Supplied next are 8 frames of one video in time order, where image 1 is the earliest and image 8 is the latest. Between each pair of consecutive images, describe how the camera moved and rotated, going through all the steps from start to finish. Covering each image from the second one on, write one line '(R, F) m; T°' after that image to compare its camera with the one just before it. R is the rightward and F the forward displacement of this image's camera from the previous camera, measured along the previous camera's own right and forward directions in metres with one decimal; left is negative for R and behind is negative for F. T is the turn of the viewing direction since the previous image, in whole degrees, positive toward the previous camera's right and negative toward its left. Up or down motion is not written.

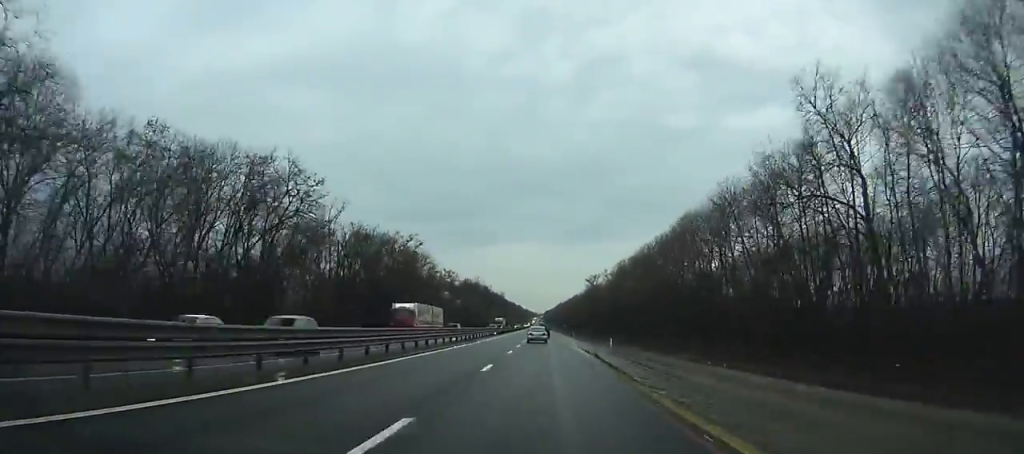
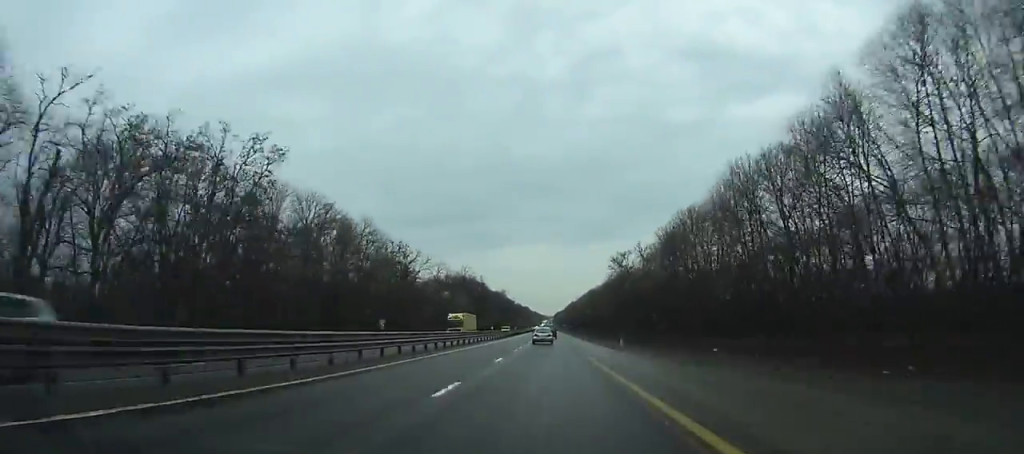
(-0.4, +54.0) m; 0°
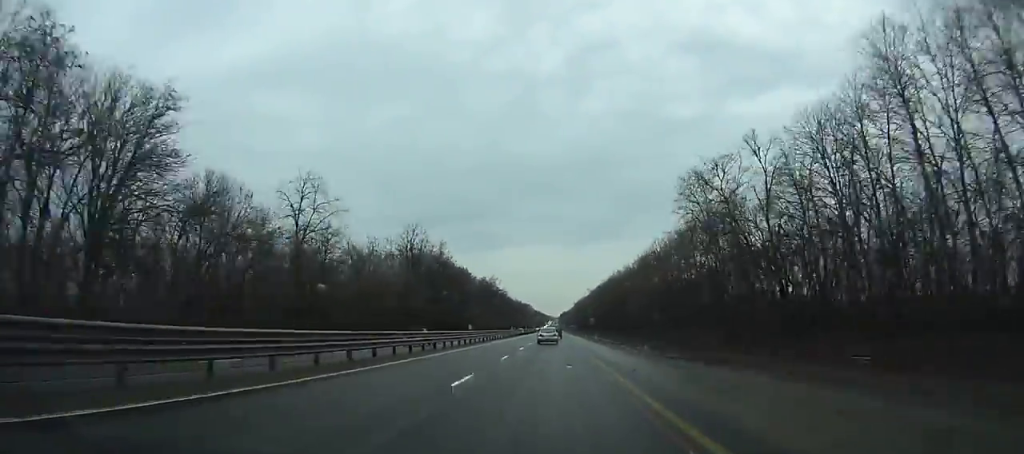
(-0.1, +70.3) m; 0°
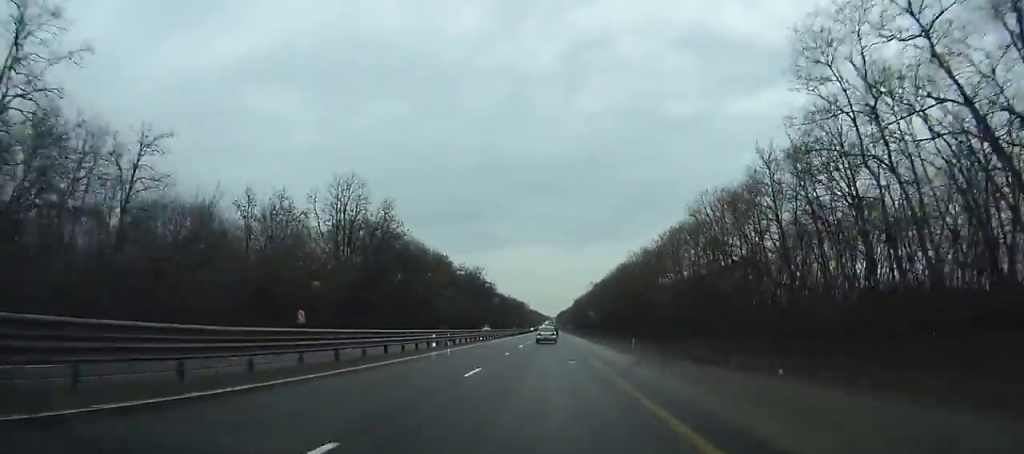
(+0.1, +34.0) m; 0°
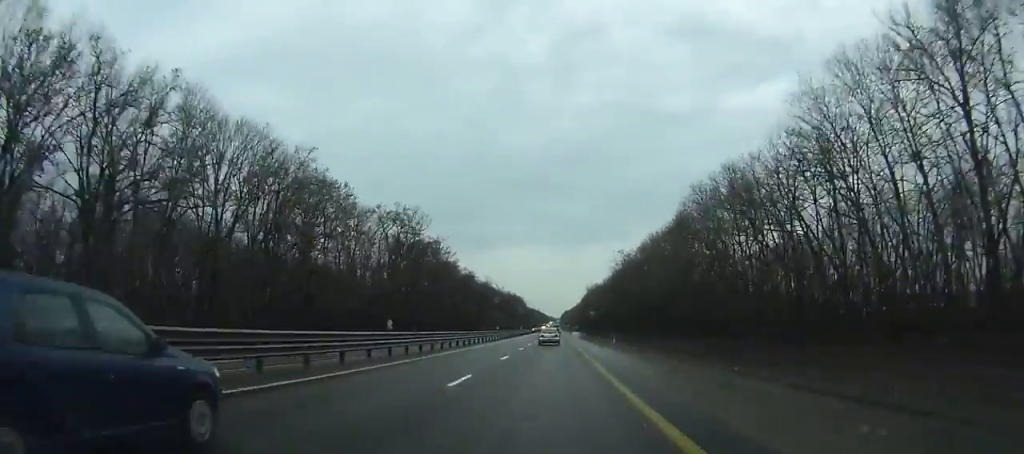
(-0.3, +86.2) m; 0°
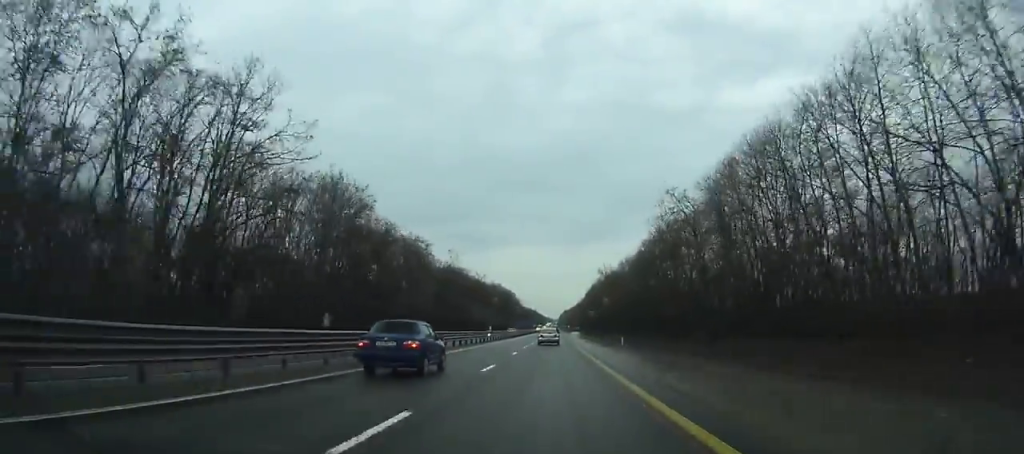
(+0.4, +56.8) m; 0°
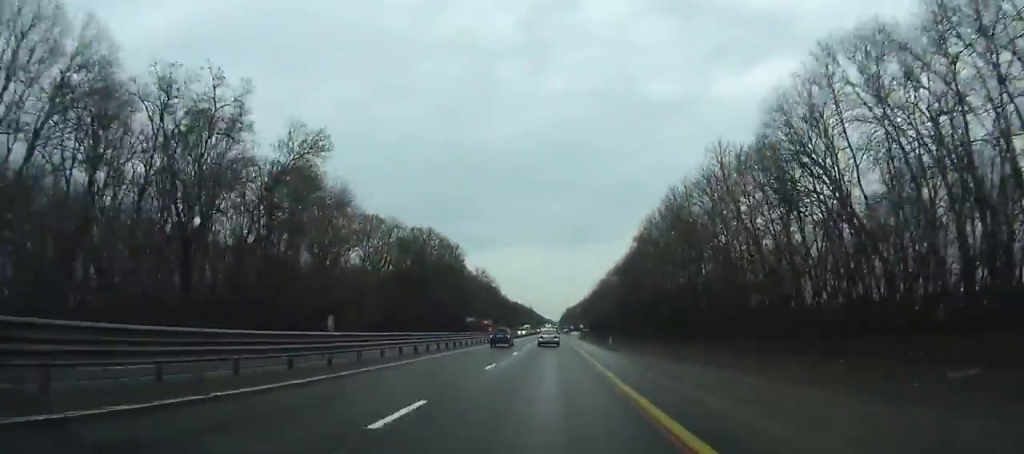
(-0.1, +142.0) m; 0°
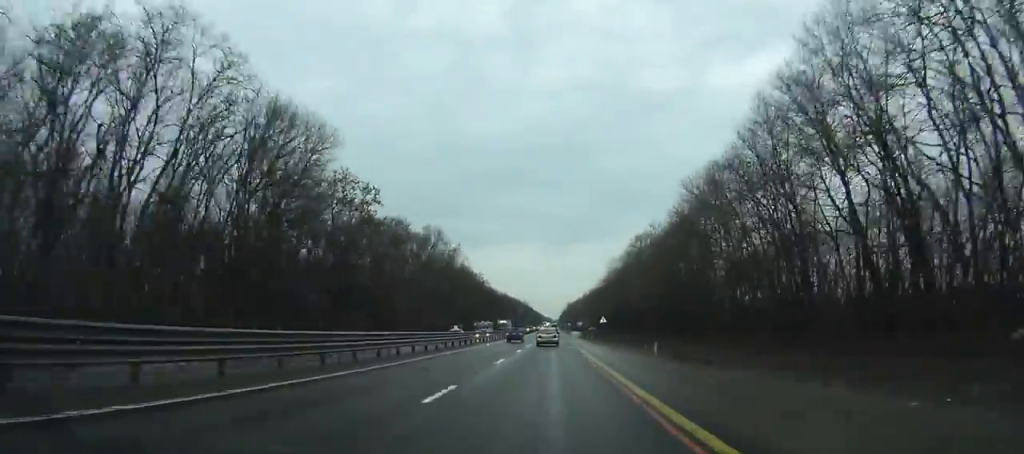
(0.0, +69.4) m; 0°
